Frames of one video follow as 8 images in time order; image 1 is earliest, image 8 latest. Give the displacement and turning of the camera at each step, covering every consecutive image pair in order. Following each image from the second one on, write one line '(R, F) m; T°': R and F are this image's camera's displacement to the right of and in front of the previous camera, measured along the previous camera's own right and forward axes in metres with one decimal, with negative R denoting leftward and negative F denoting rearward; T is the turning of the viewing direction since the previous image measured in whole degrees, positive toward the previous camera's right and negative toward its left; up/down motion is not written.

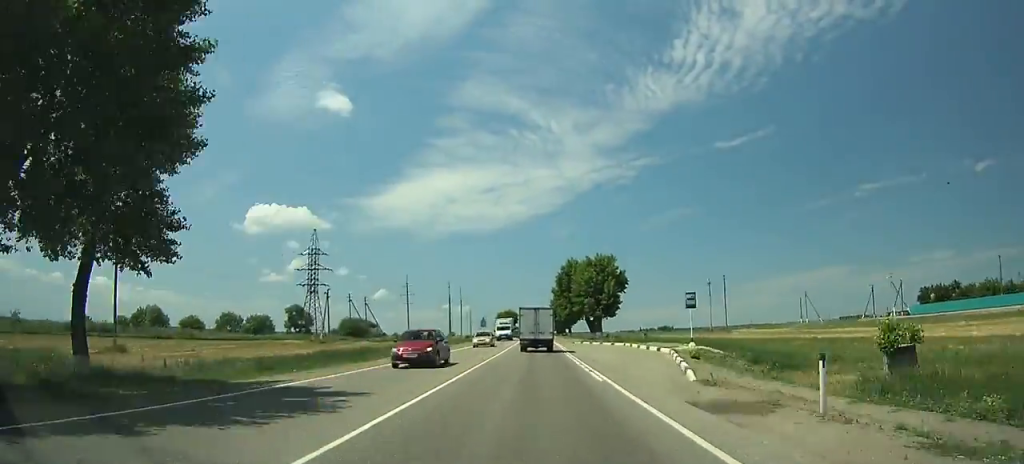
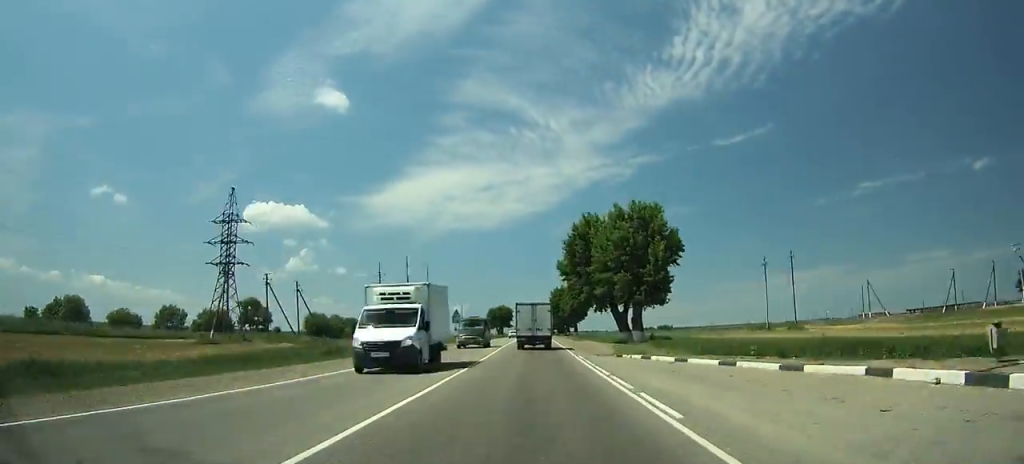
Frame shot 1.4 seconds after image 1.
(0.0, +32.9) m; 0°
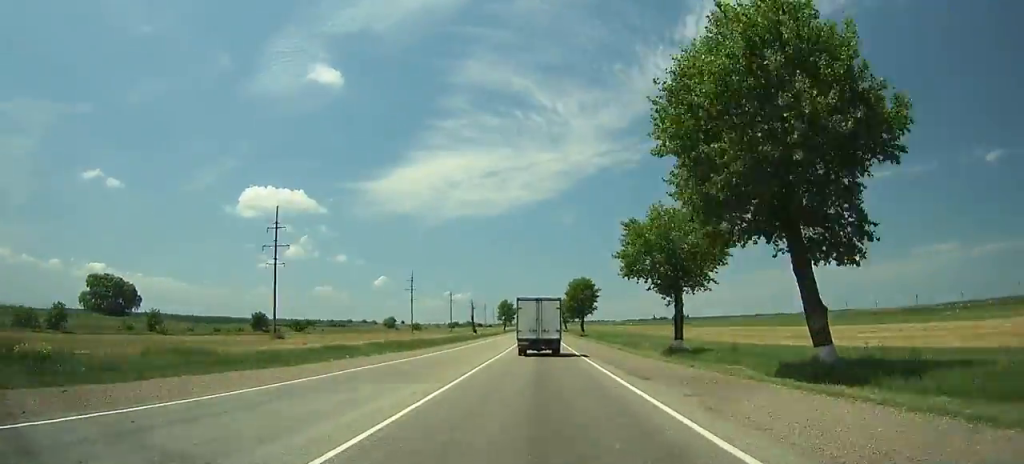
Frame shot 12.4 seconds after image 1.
(+1.0, +254.8) m; 0°
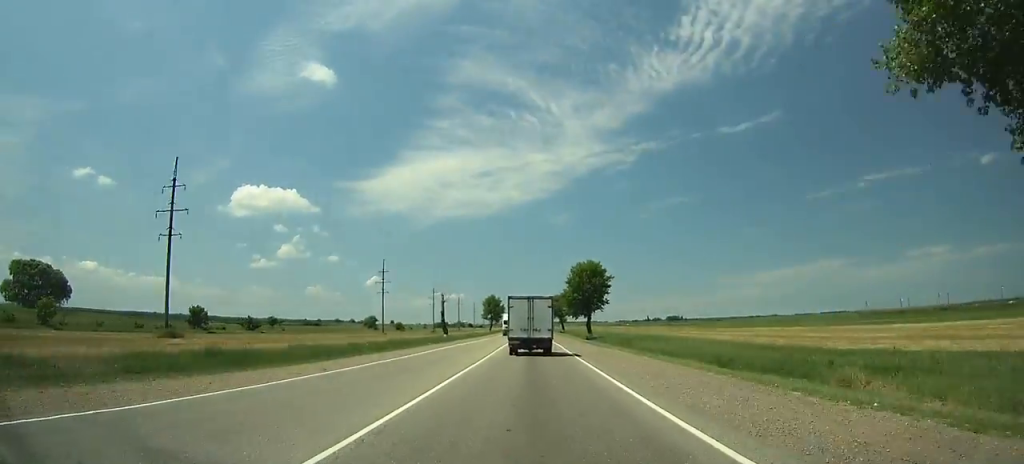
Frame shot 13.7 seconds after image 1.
(0.0, +30.0) m; 0°
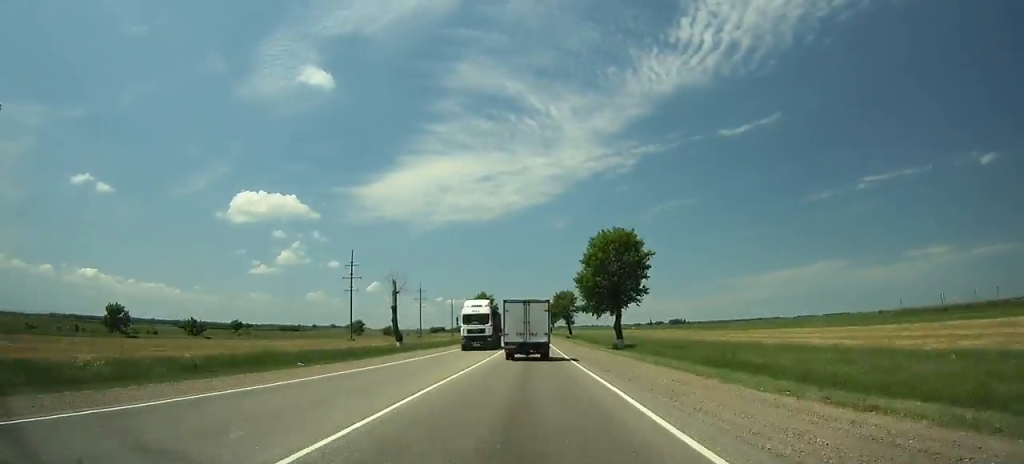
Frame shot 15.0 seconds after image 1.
(0.0, +30.0) m; 0°
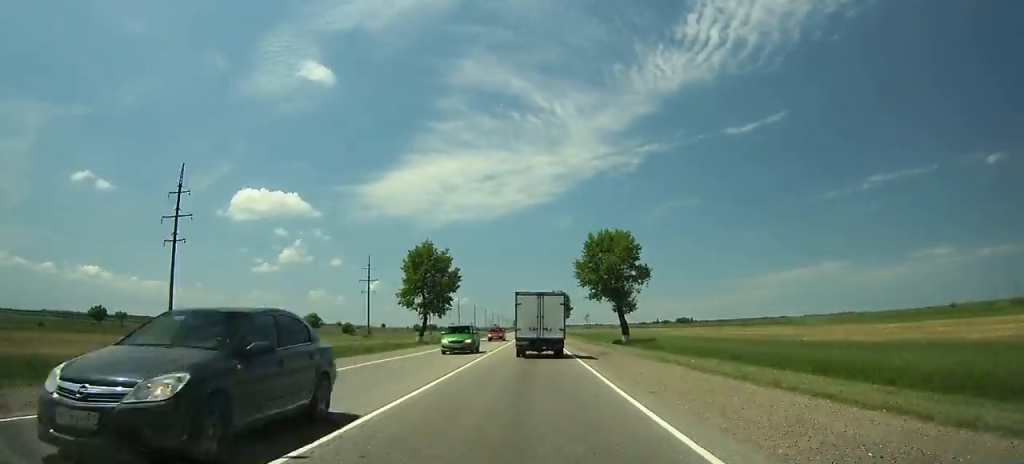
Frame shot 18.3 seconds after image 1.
(-0.1, +76.1) m; 0°
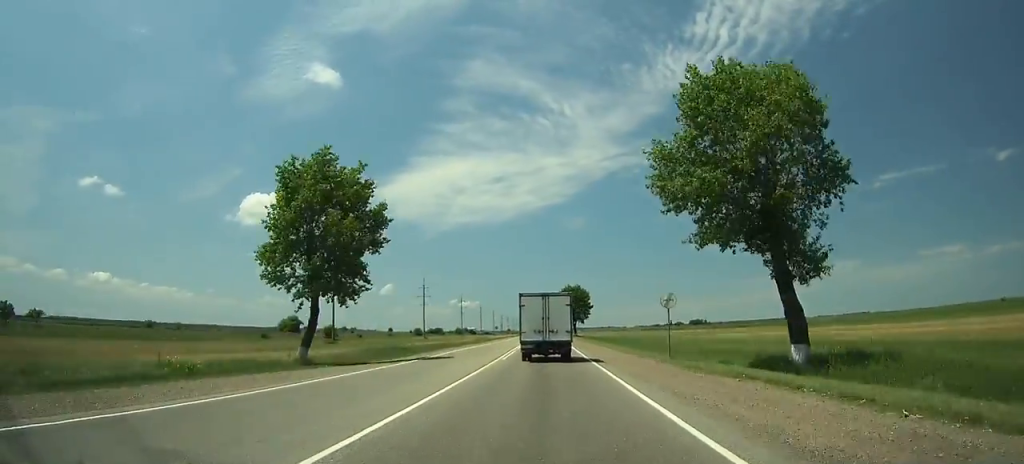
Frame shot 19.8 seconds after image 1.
(-0.2, +34.5) m; 0°
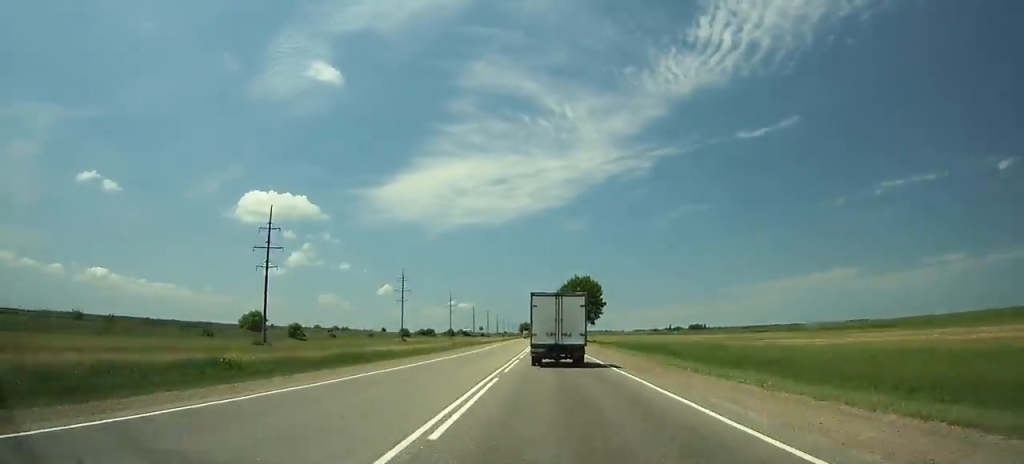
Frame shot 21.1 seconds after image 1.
(-0.2, +29.8) m; 0°
